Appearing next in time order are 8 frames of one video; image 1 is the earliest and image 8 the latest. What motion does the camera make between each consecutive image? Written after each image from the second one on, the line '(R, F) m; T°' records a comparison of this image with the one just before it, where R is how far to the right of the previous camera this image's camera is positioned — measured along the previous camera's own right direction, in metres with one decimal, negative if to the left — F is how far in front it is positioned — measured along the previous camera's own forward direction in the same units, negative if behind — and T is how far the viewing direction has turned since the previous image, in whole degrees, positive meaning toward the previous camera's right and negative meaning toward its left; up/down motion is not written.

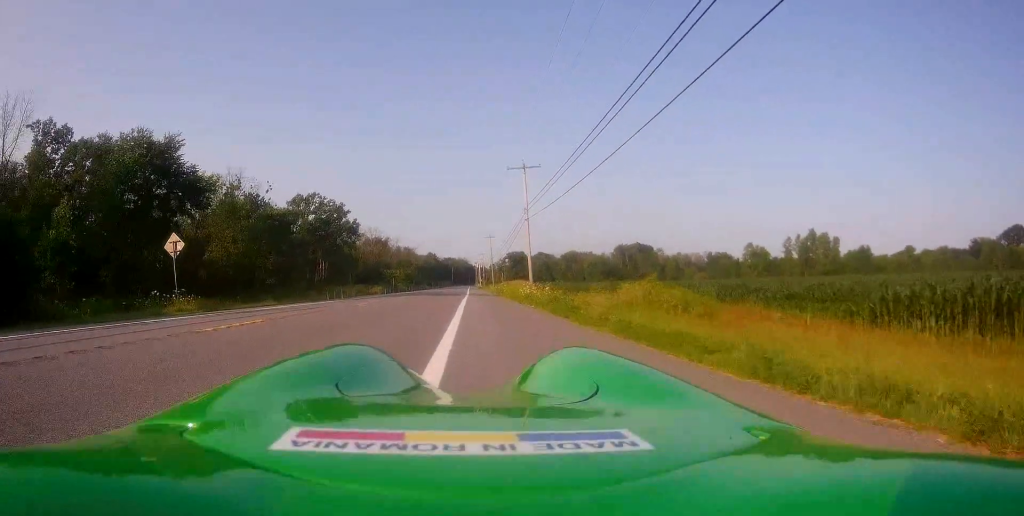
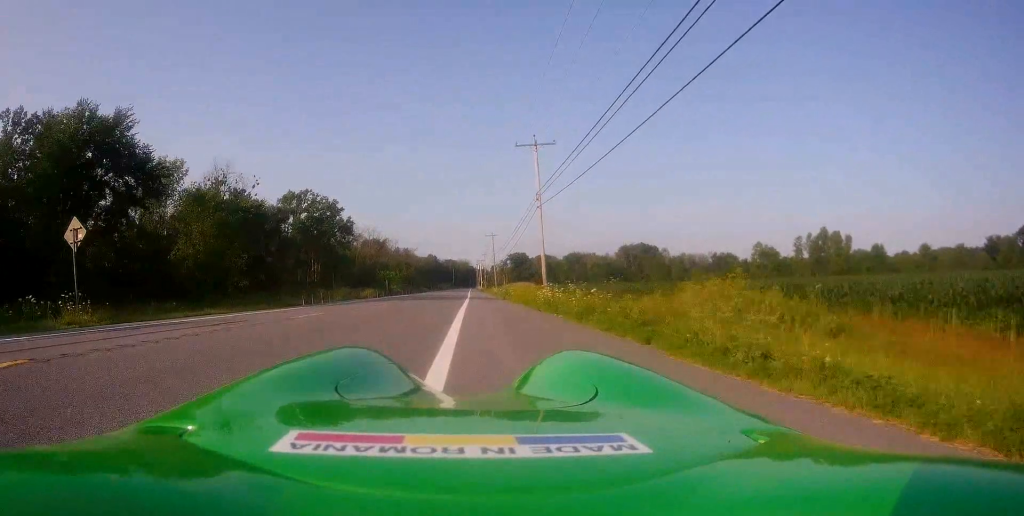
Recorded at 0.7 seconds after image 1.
(+0.2, +7.2) m; +1°
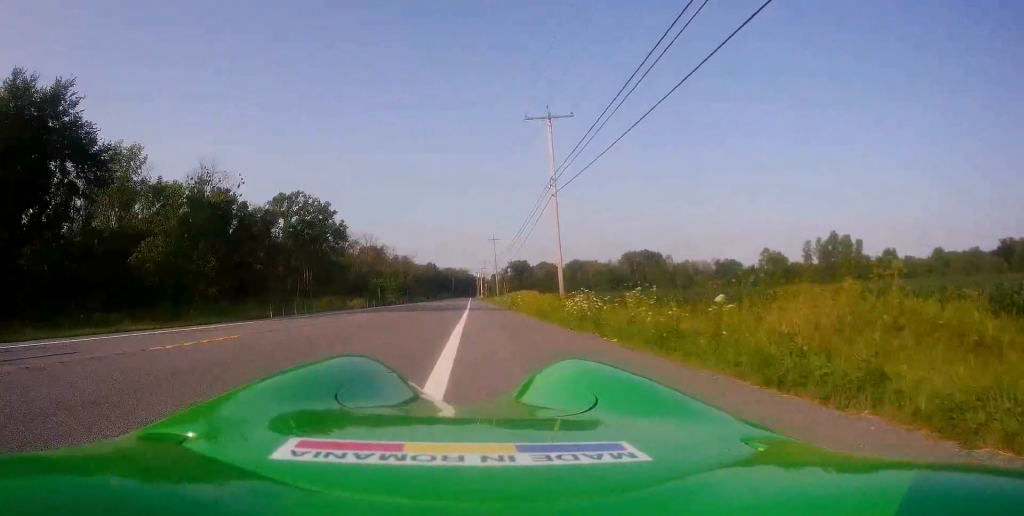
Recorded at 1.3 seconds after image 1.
(0.0, +6.4) m; 0°
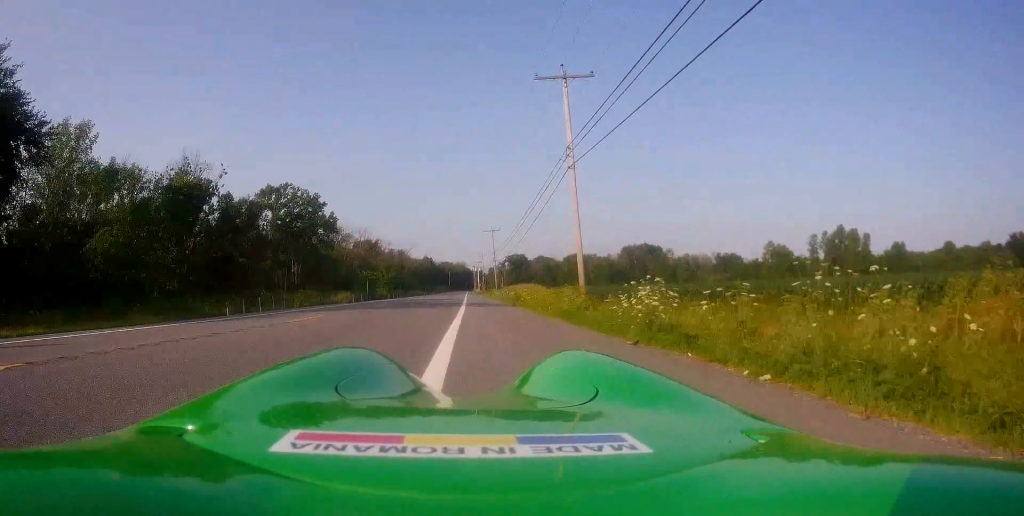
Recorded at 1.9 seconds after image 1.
(0.0, +6.0) m; -1°
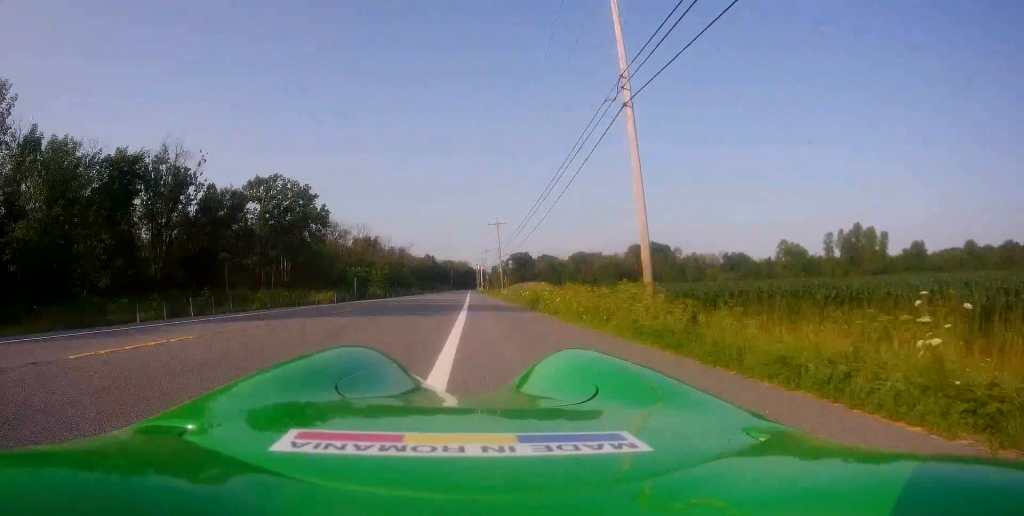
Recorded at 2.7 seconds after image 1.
(-0.1, +8.1) m; -1°
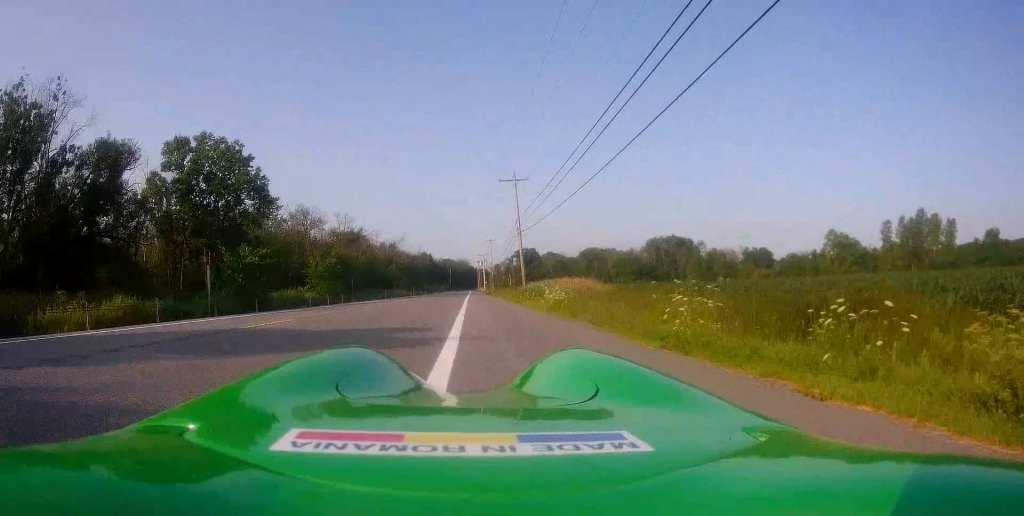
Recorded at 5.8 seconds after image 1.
(+0.1, +31.7) m; 0°
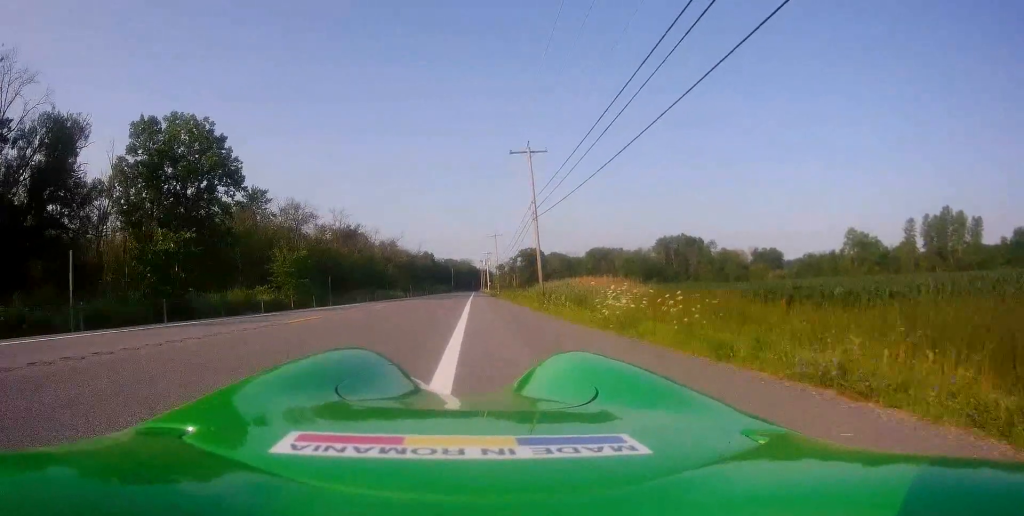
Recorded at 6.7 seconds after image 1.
(-0.2, +9.4) m; -1°
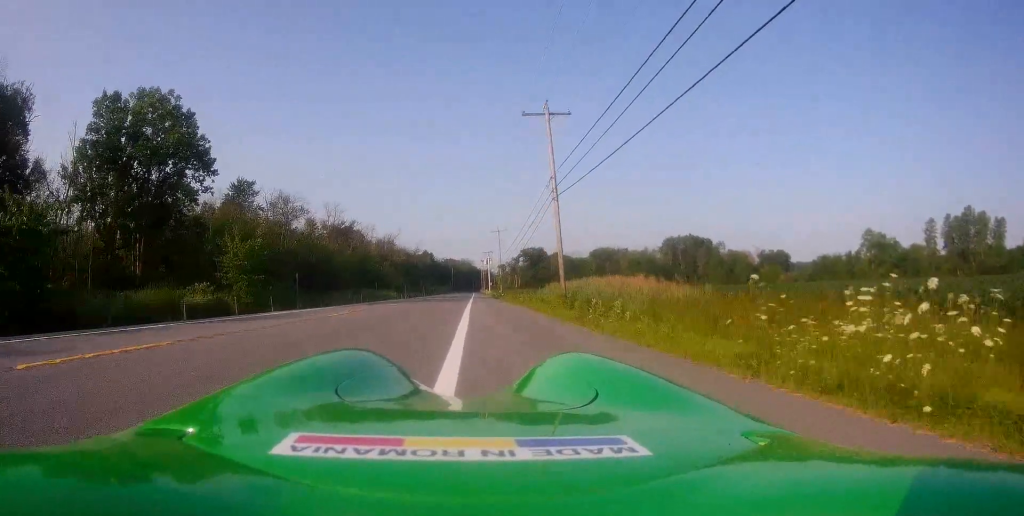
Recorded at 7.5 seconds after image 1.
(+0.1, +8.5) m; 0°
